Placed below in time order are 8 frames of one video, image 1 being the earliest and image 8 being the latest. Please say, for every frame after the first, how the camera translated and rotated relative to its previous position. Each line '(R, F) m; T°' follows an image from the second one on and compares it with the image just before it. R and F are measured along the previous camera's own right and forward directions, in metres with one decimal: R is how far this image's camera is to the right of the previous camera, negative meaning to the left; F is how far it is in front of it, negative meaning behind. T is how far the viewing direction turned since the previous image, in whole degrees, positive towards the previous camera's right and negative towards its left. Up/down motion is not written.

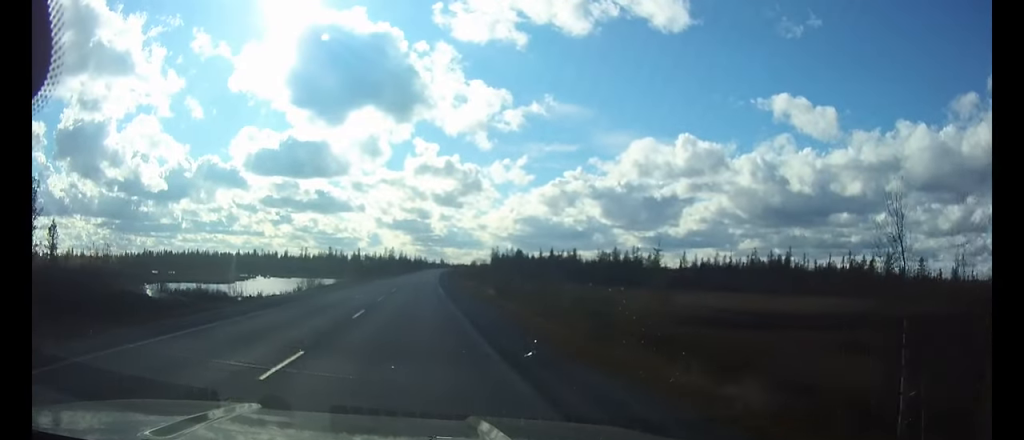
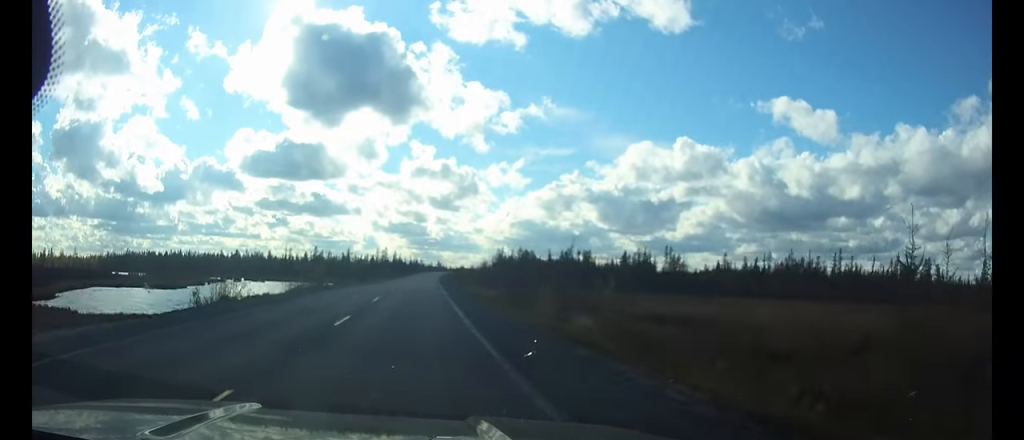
(+0.1, +28.6) m; +1°
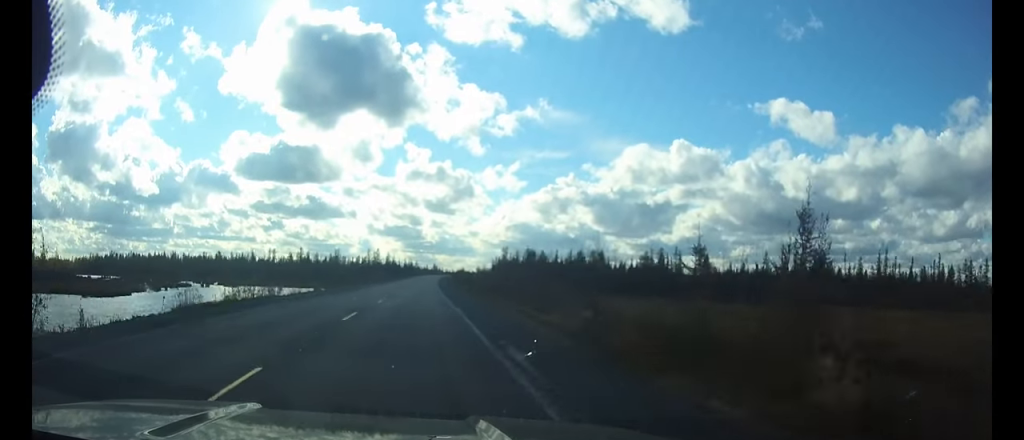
(+0.2, +23.1) m; 0°
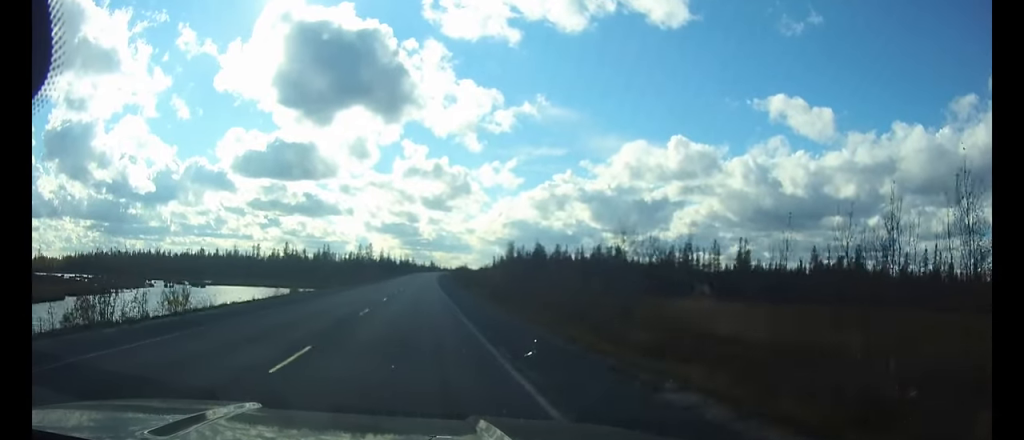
(0.0, +21.4) m; 0°
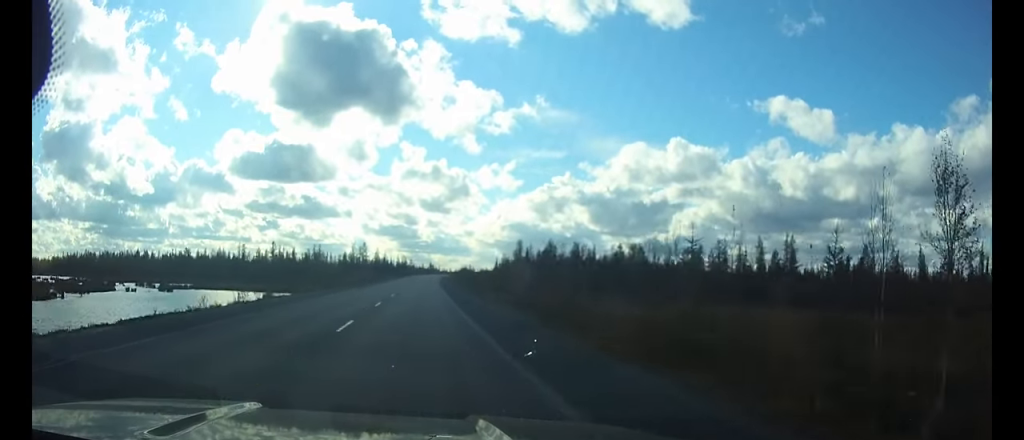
(+0.1, +16.5) m; 0°
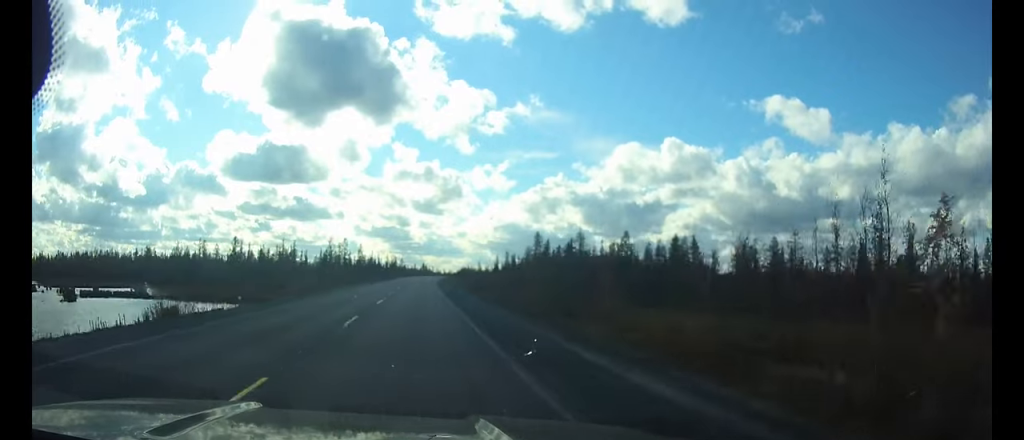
(+0.2, +32.7) m; +1°
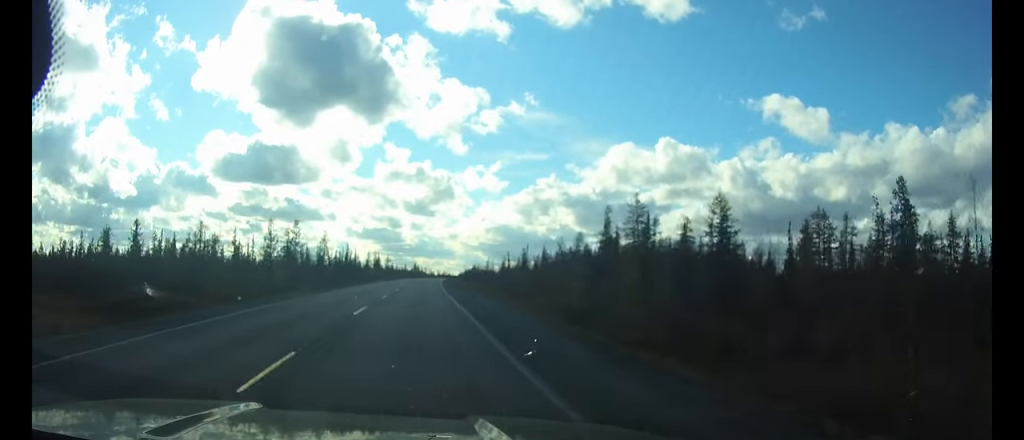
(+0.5, +55.9) m; +1°
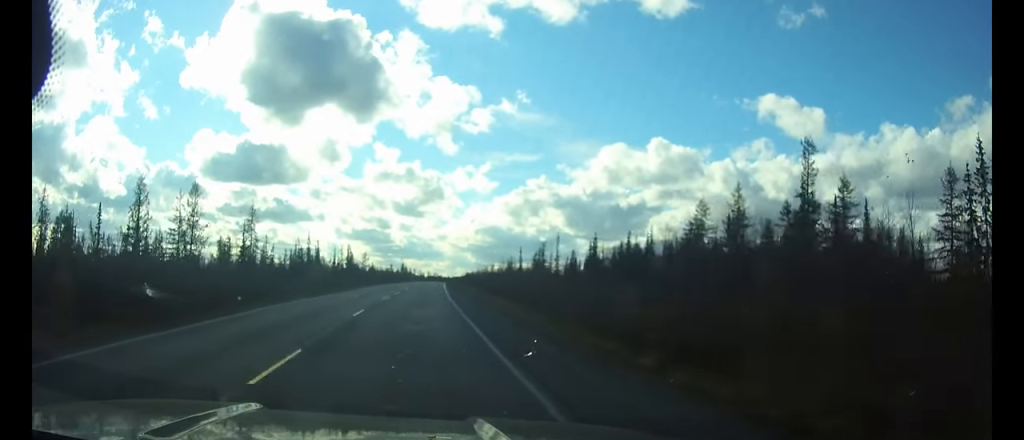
(+0.3, +44.6) m; +1°
